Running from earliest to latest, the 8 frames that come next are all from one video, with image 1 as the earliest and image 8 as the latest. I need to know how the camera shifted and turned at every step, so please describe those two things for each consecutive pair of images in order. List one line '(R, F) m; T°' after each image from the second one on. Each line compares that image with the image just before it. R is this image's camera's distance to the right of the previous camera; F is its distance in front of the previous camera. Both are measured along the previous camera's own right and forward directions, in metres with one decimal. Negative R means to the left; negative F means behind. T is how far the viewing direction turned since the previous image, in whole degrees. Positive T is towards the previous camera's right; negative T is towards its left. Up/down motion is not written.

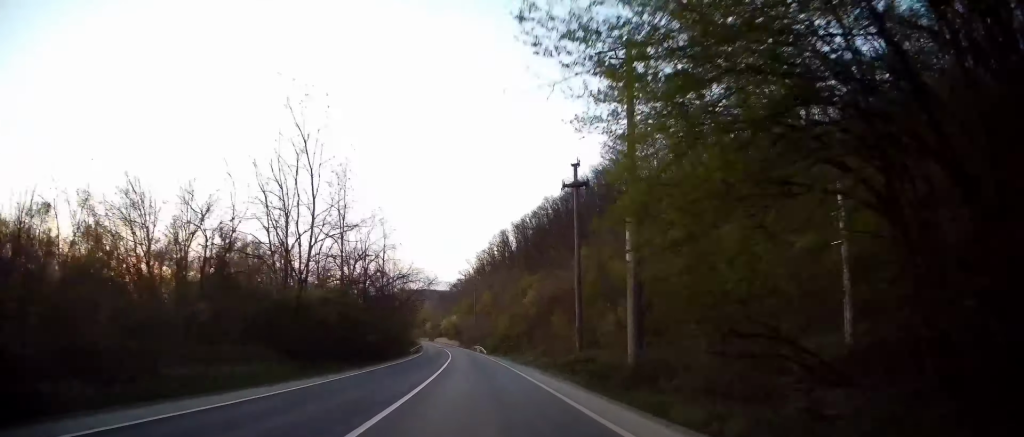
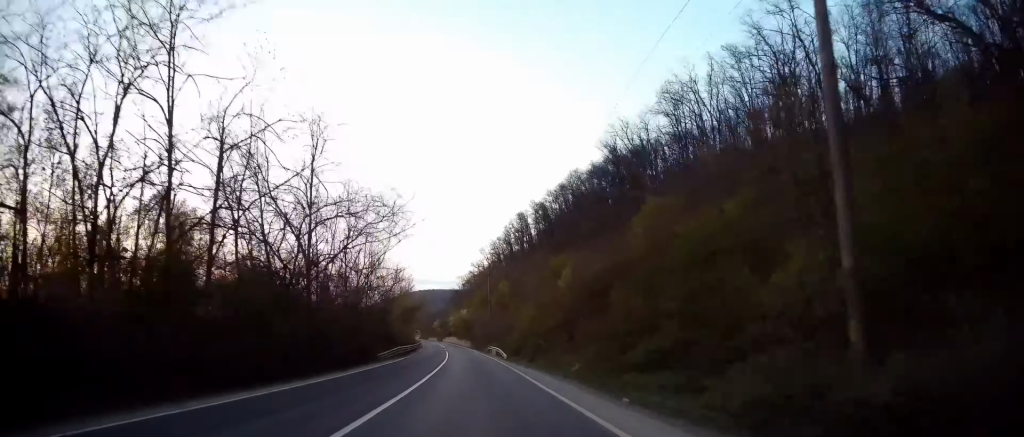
(-0.1, +27.0) m; -1°
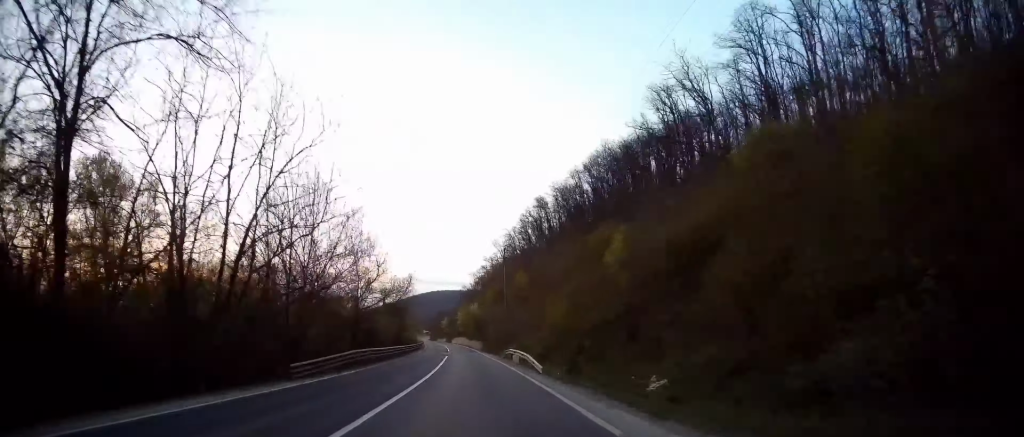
(-0.5, +19.5) m; -2°
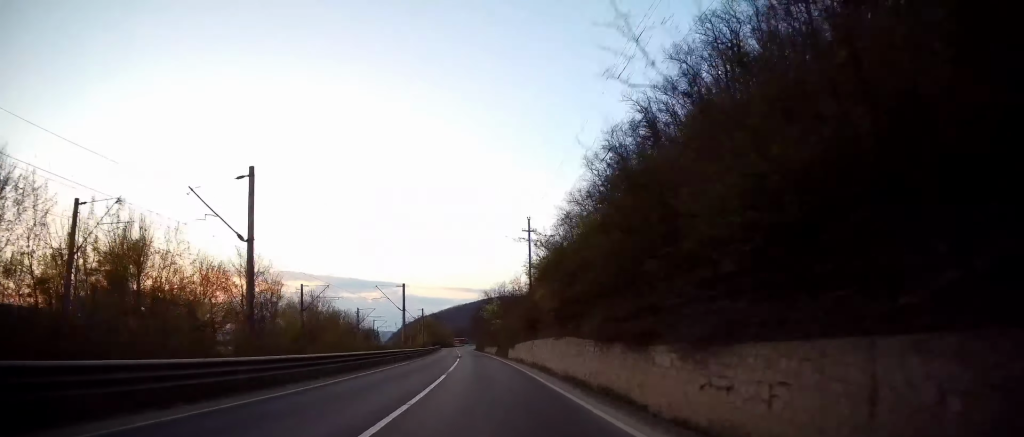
(-6.4, +98.2) m; -6°
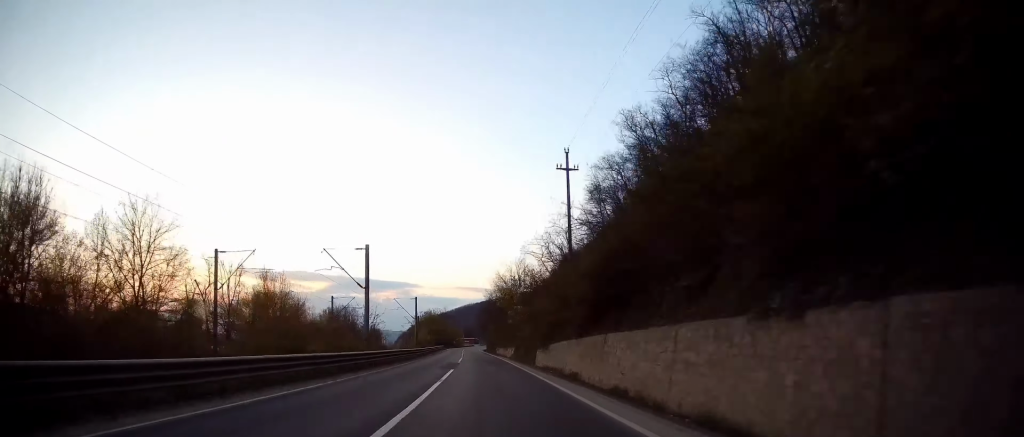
(-0.2, +22.4) m; -1°
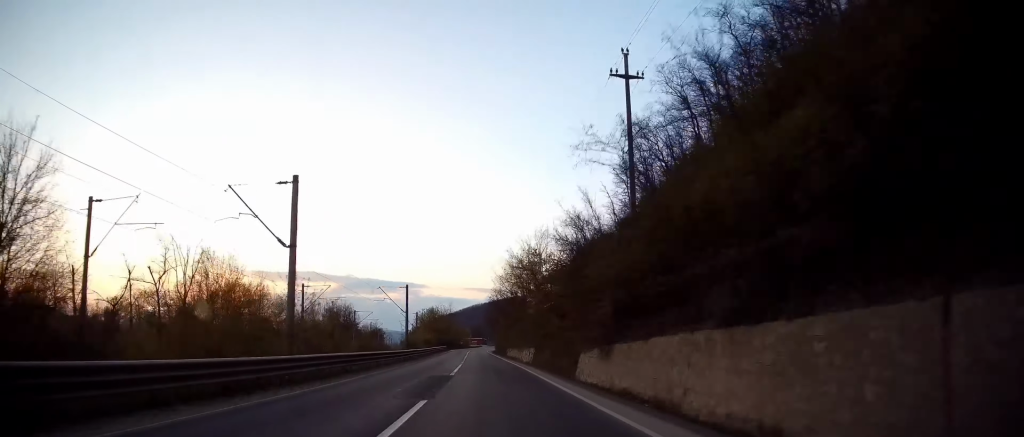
(-0.1, +15.3) m; -1°
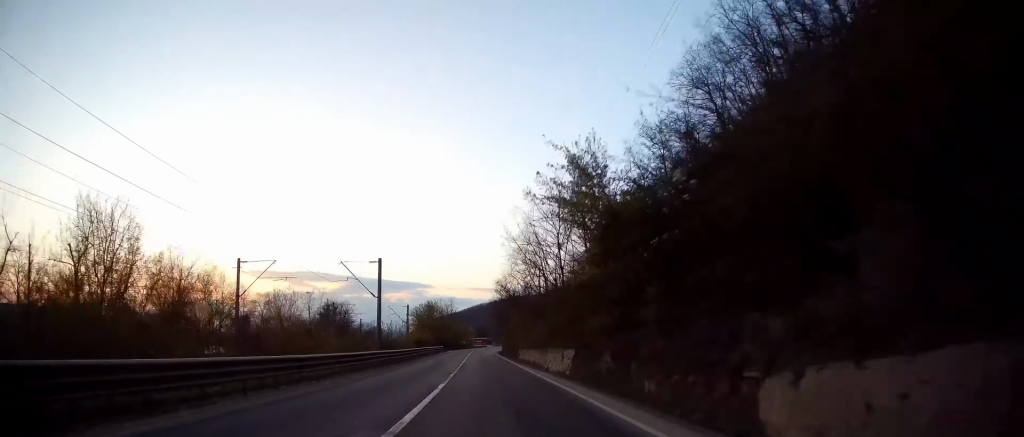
(-0.3, +17.3) m; -1°
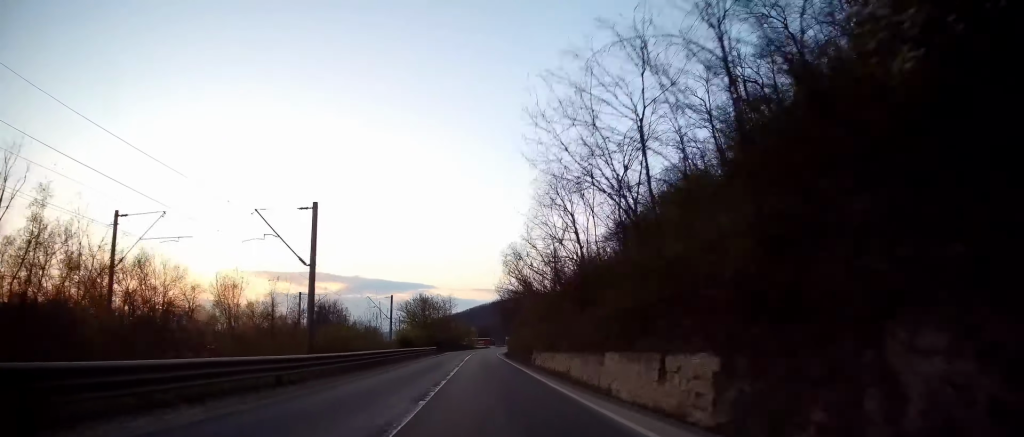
(-0.1, +16.3) m; -1°
